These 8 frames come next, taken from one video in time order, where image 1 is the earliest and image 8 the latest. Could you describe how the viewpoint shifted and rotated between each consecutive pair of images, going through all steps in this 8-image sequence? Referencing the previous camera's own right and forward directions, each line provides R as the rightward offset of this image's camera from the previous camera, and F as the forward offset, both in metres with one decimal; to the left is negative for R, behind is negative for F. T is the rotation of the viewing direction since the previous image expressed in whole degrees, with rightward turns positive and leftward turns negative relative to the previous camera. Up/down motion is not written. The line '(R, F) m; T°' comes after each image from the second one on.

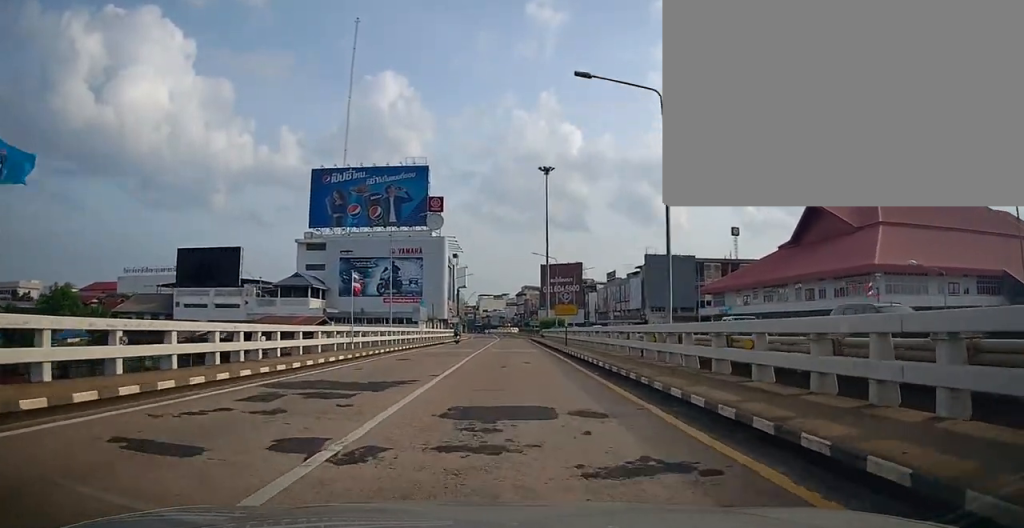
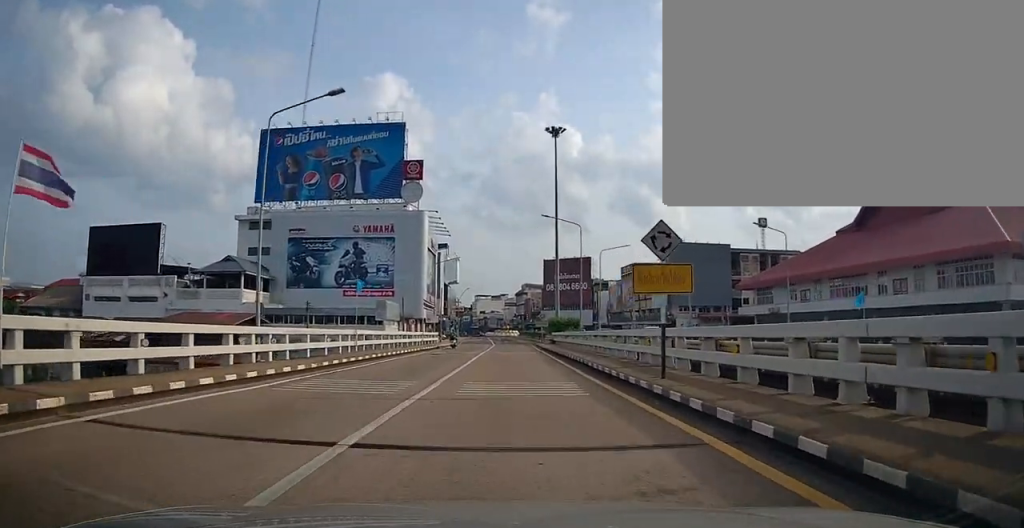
(0.0, +19.3) m; -3°
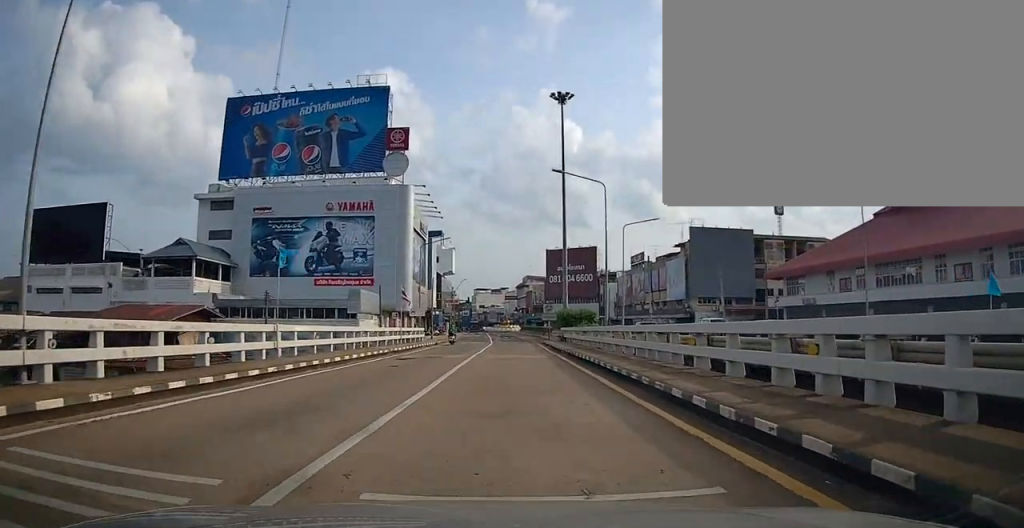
(-0.2, +9.4) m; -1°
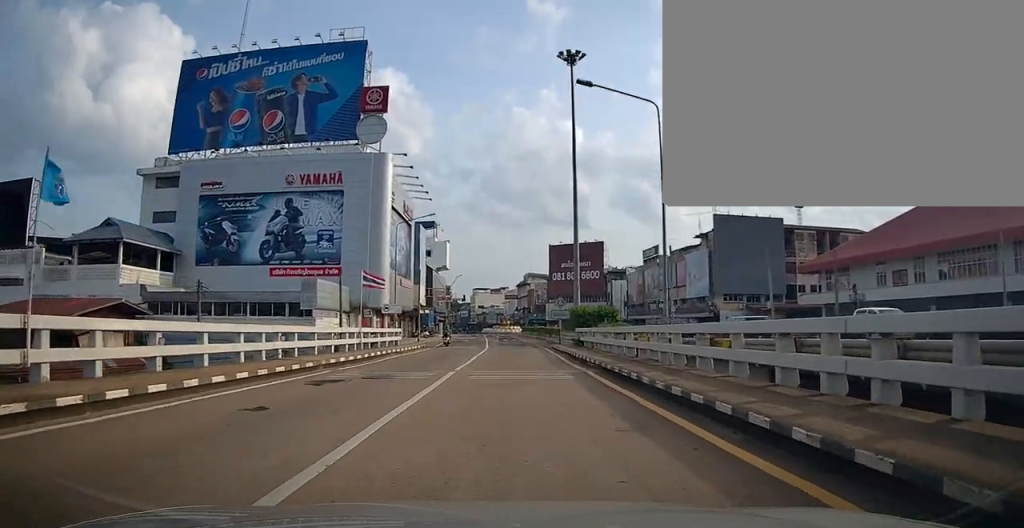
(0.0, +10.1) m; +1°
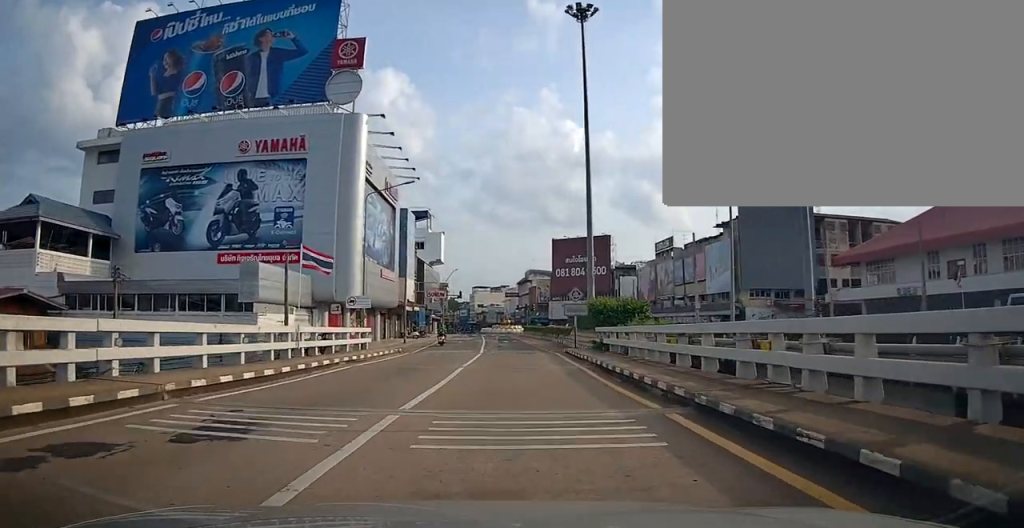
(-0.1, +8.2) m; +2°
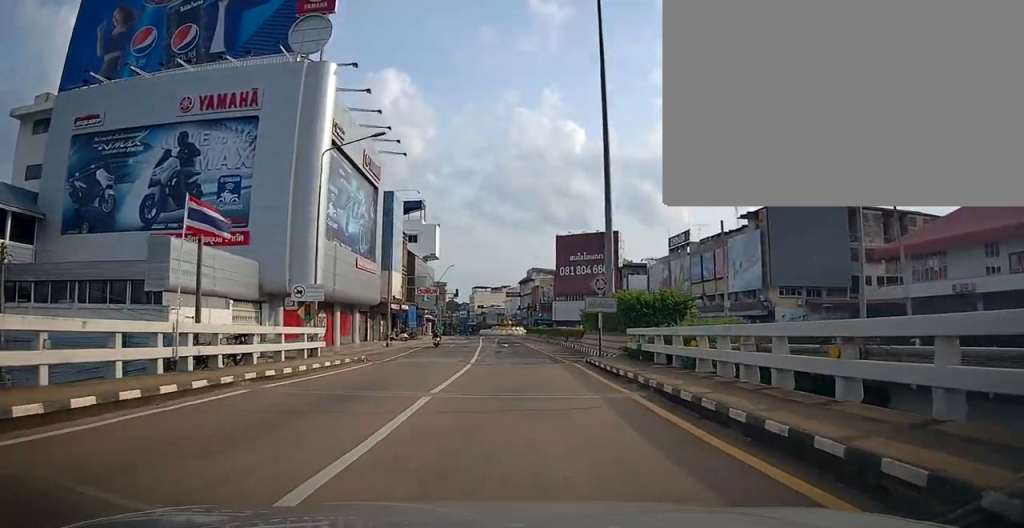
(+0.3, +7.3) m; +1°
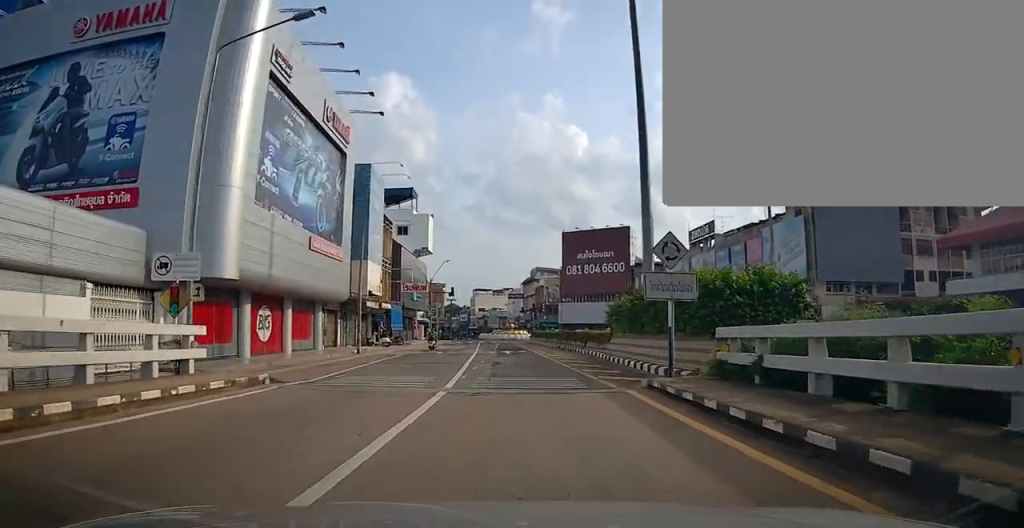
(+0.4, +8.9) m; 0°
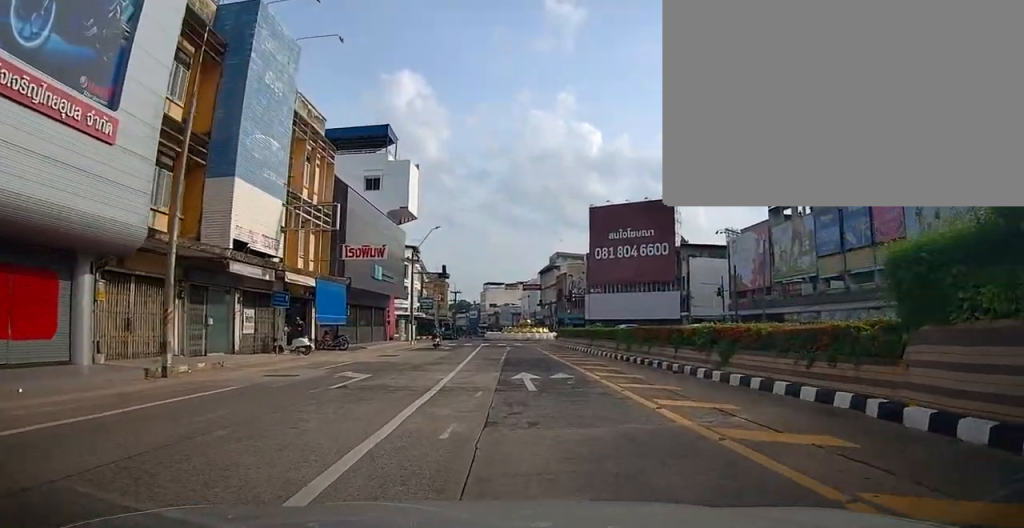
(-1.3, +21.1) m; -4°
